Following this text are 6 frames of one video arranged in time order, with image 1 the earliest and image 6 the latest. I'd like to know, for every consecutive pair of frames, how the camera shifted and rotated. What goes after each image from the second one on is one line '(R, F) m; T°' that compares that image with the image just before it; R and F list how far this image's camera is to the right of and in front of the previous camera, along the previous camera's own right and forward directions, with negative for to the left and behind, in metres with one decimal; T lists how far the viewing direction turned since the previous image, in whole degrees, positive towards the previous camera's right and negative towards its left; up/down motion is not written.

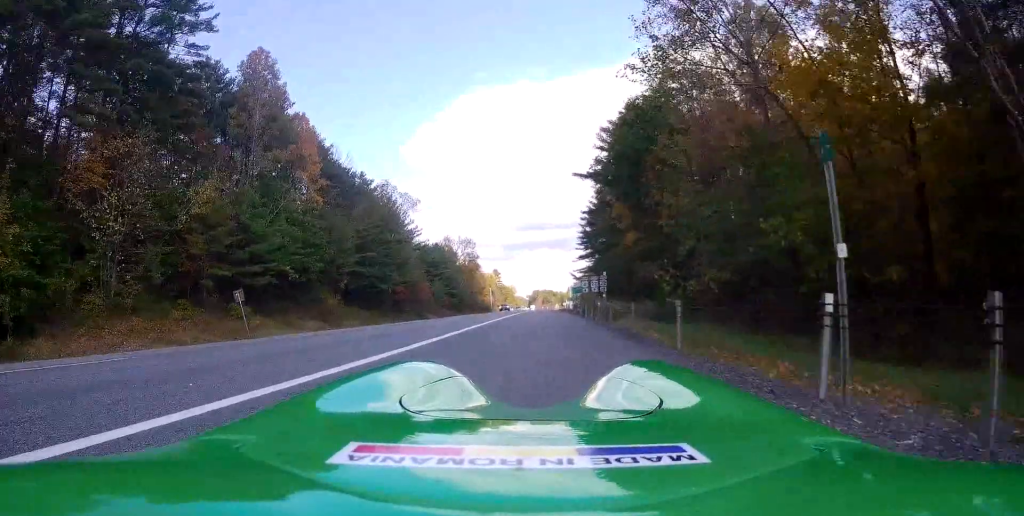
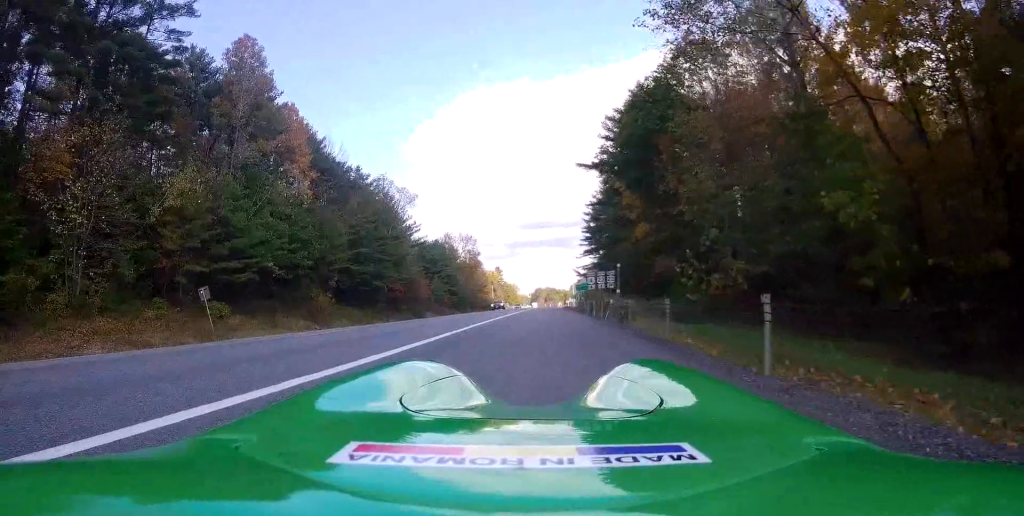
(0.0, +3.4) m; +2°
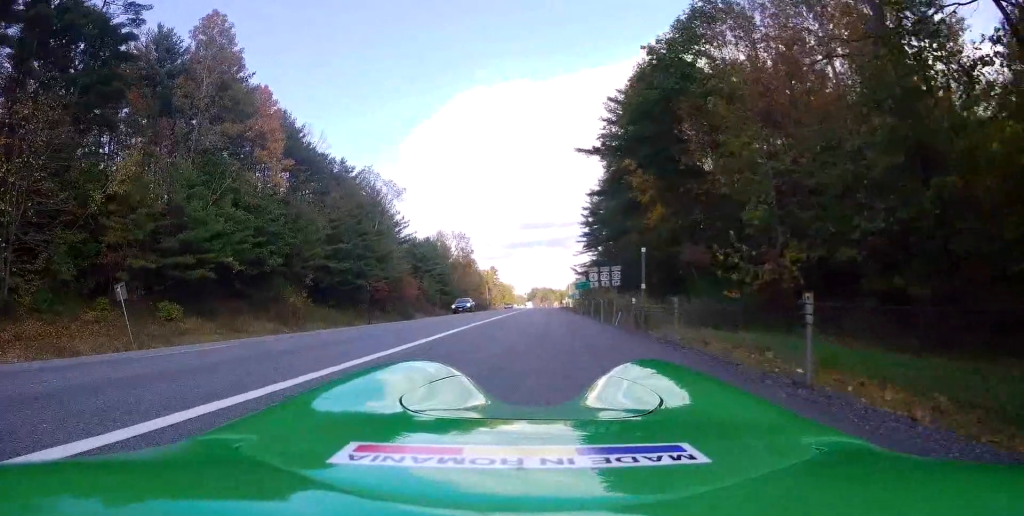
(+0.2, +5.8) m; 0°
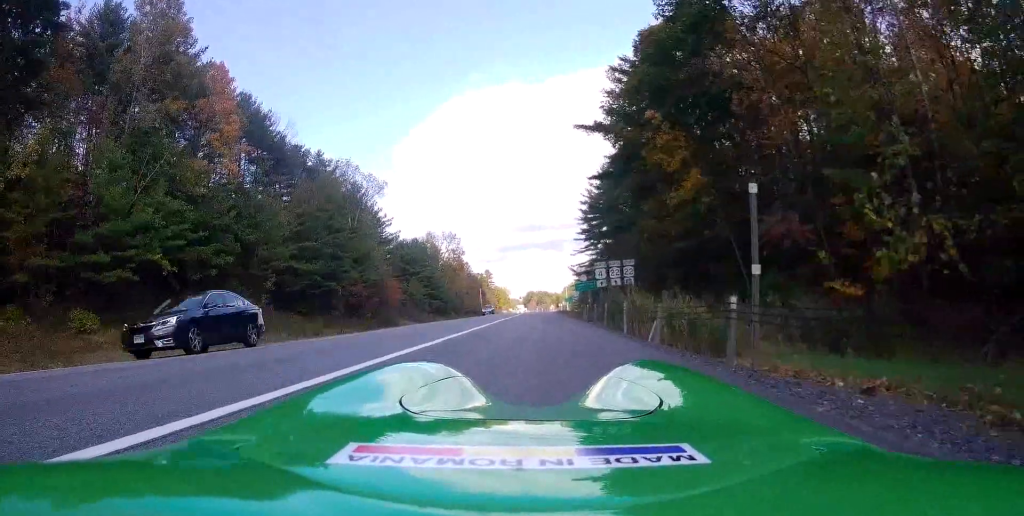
(-0.5, +7.8) m; -5°
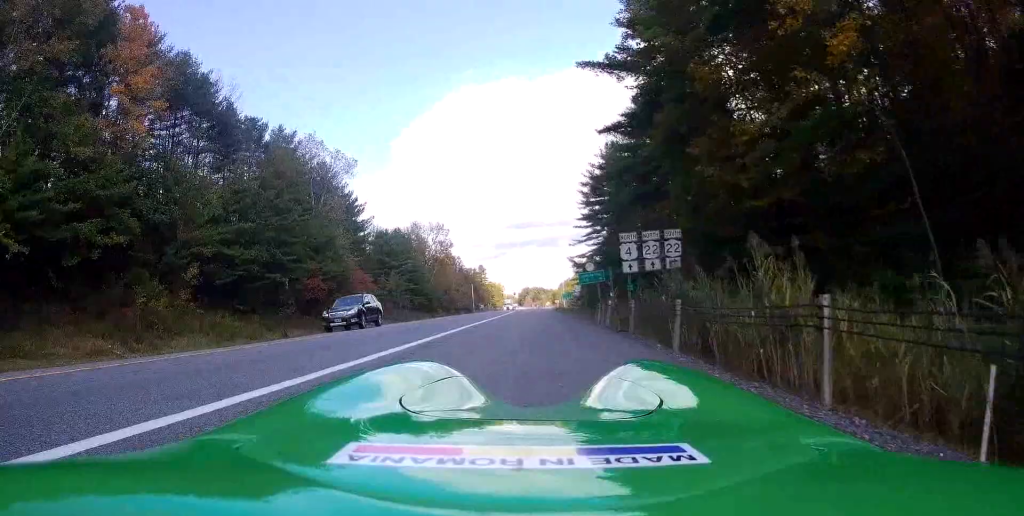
(+0.3, +10.9) m; +2°
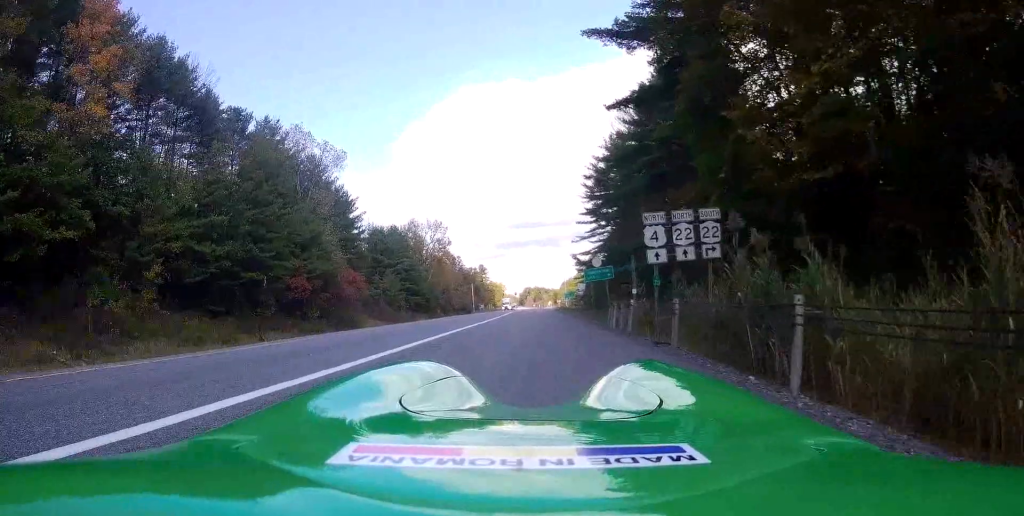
(+0.1, +4.0) m; 0°
